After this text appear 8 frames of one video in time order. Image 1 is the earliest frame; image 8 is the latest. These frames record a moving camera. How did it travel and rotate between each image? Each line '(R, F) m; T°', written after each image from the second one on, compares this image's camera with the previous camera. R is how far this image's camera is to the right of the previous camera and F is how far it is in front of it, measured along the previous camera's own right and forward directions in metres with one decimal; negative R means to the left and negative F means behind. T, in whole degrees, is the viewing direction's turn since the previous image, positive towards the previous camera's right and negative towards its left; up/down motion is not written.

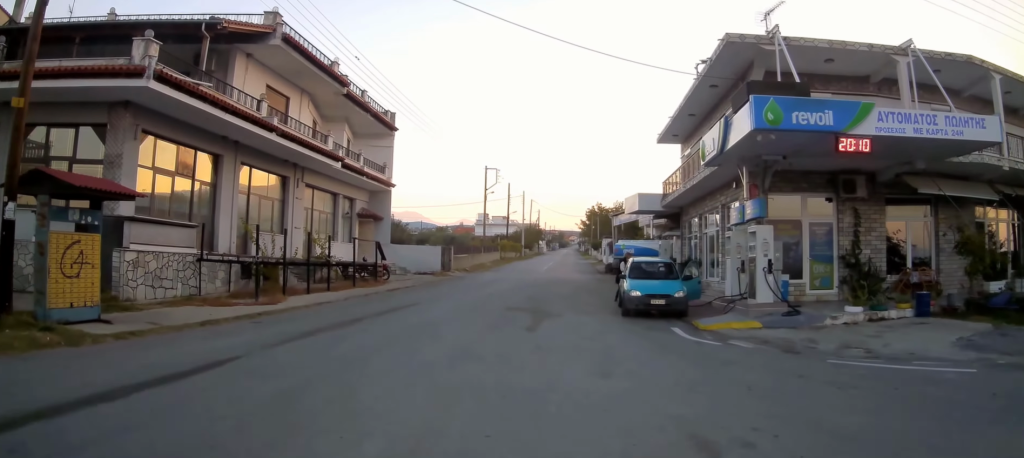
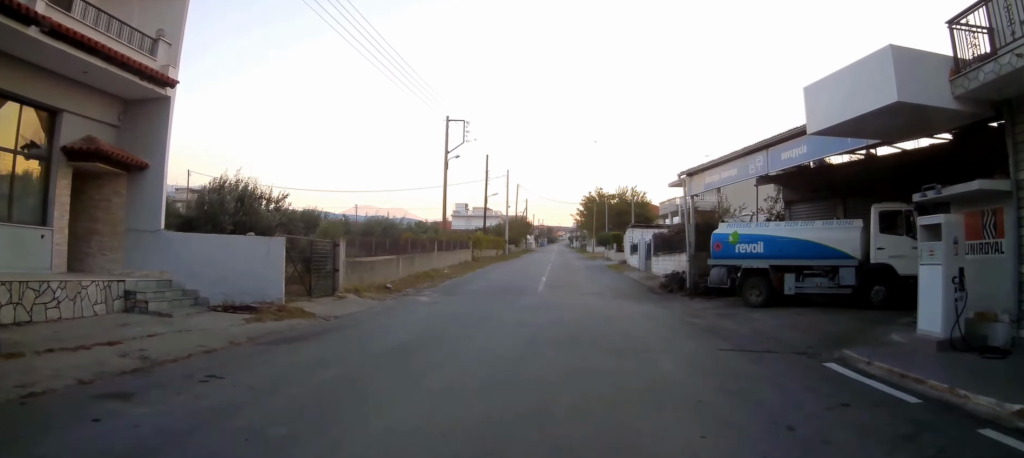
(+2.5, +22.1) m; +11°
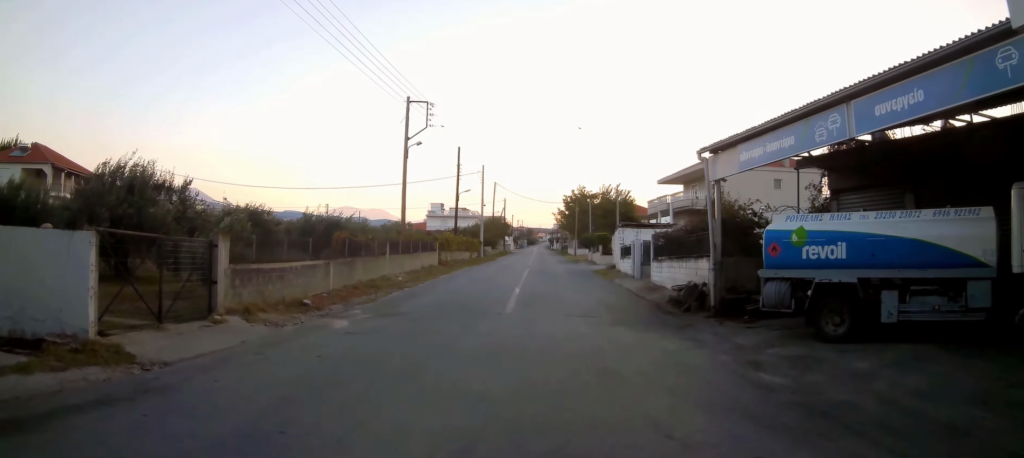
(0.0, +6.0) m; +1°
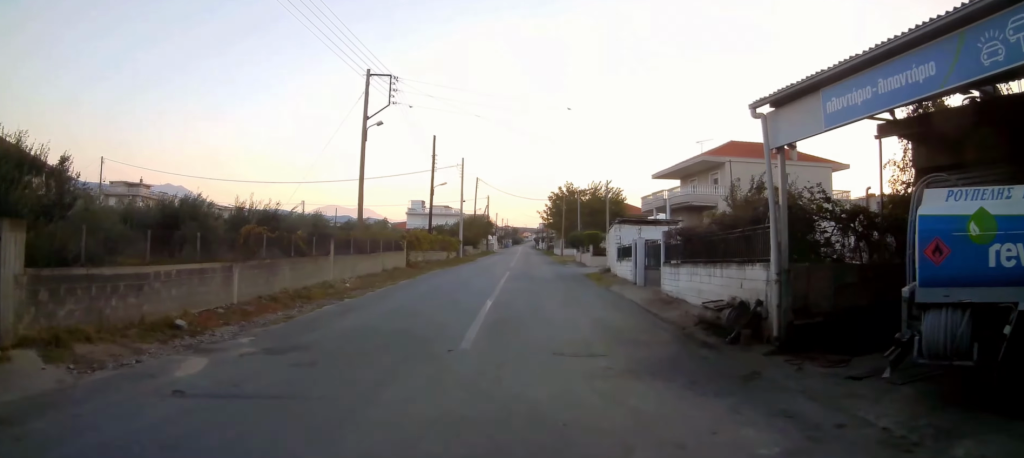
(0.0, +5.5) m; -2°
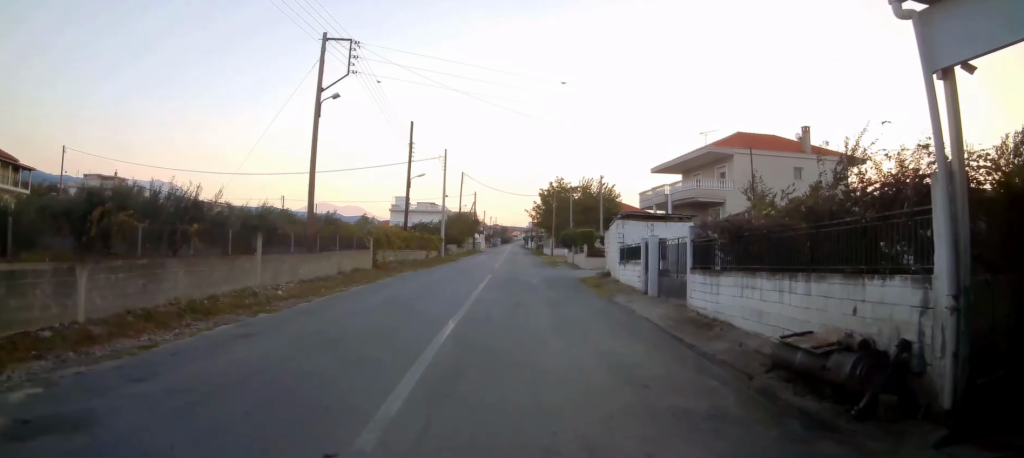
(-0.1, +5.1) m; -2°
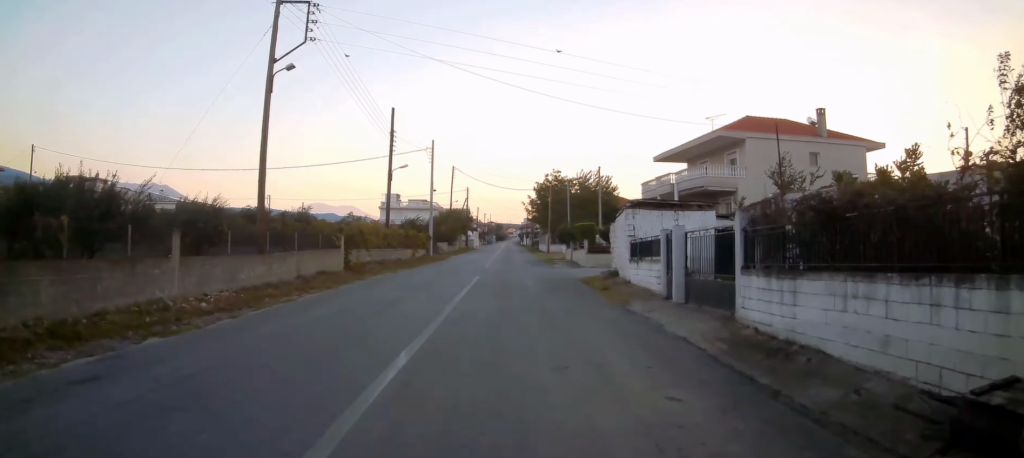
(-0.2, +4.0) m; -1°
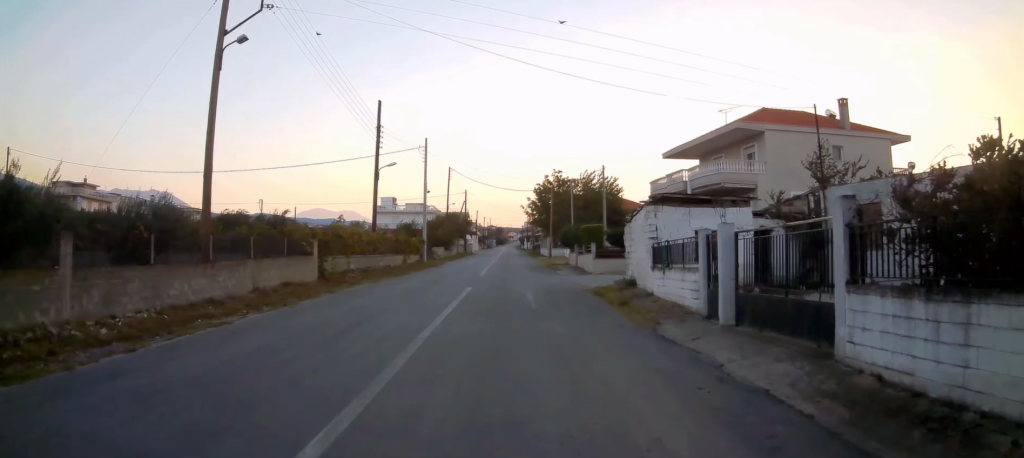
(0.0, +3.7) m; +1°
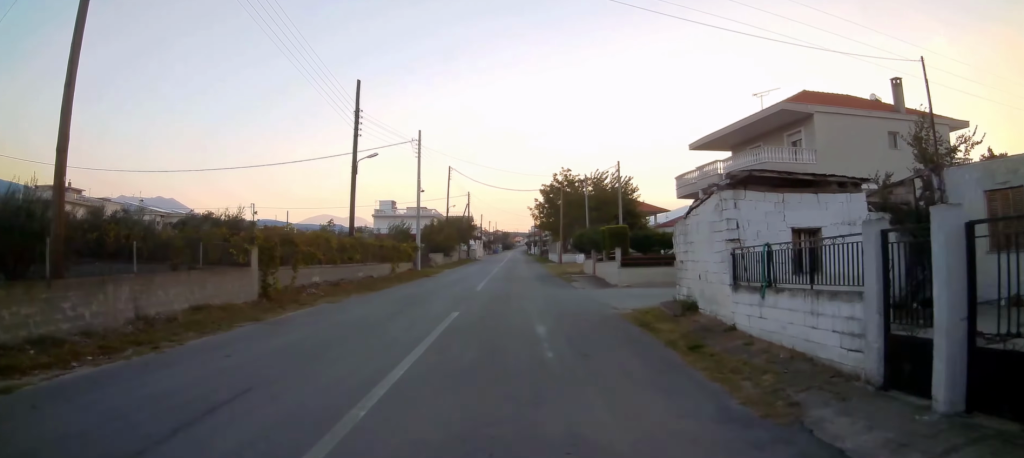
(+0.1, +6.2) m; +1°
